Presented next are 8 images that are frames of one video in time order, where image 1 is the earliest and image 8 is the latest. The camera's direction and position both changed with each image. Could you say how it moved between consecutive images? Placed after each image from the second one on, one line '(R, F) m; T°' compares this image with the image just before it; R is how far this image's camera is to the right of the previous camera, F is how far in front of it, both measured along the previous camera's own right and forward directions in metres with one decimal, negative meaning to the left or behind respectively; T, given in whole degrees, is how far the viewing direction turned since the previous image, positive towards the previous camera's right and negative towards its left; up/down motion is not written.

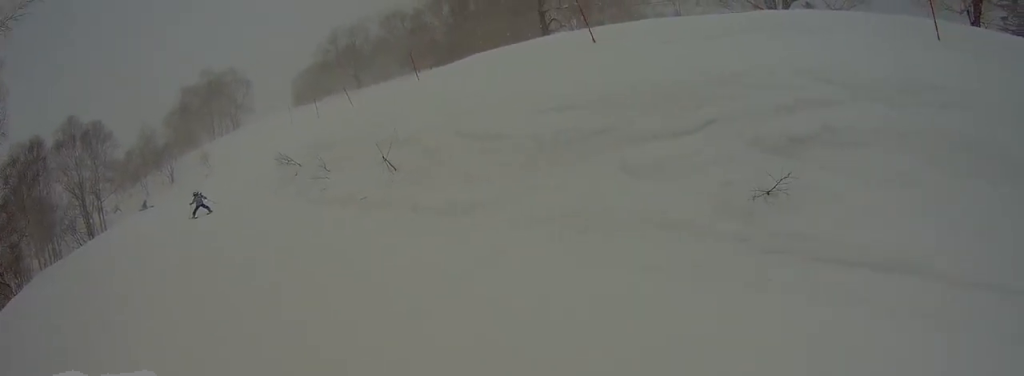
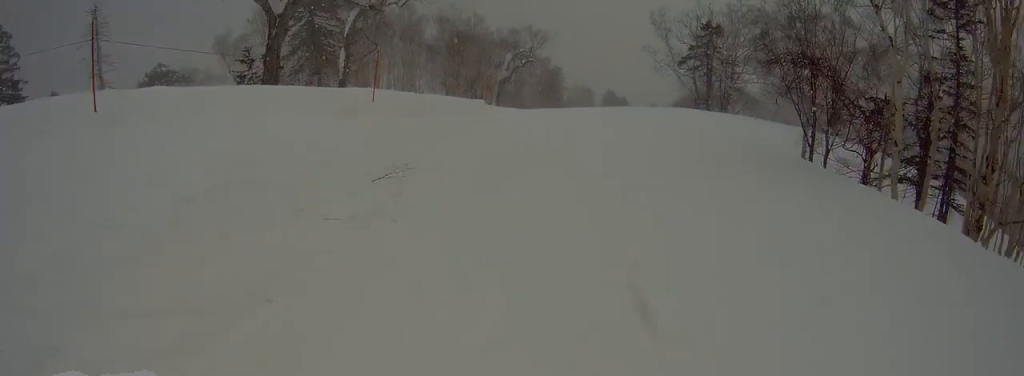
(-0.4, +4.1) m; +7°
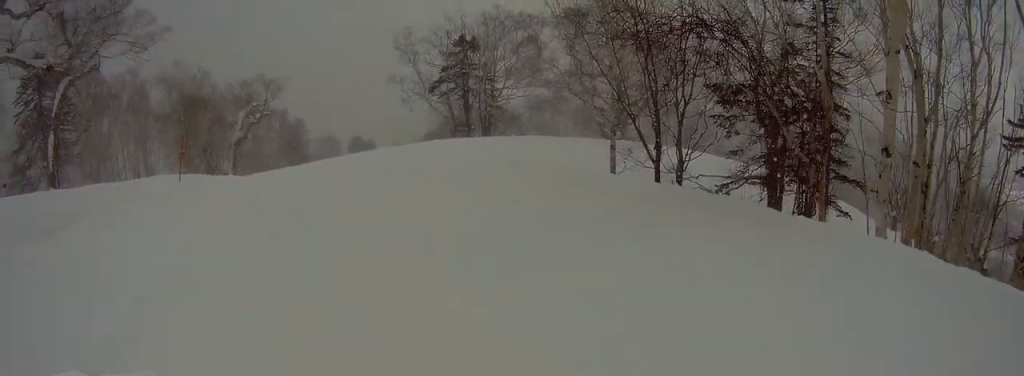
(+1.7, +6.3) m; +10°
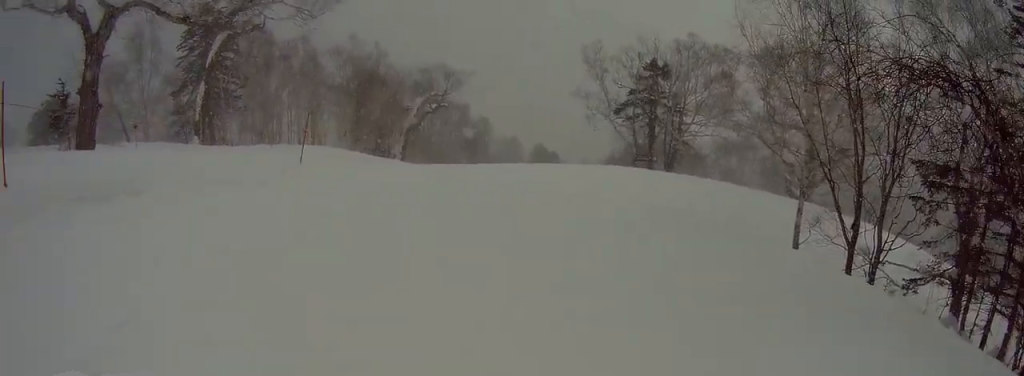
(+0.3, +2.3) m; -13°
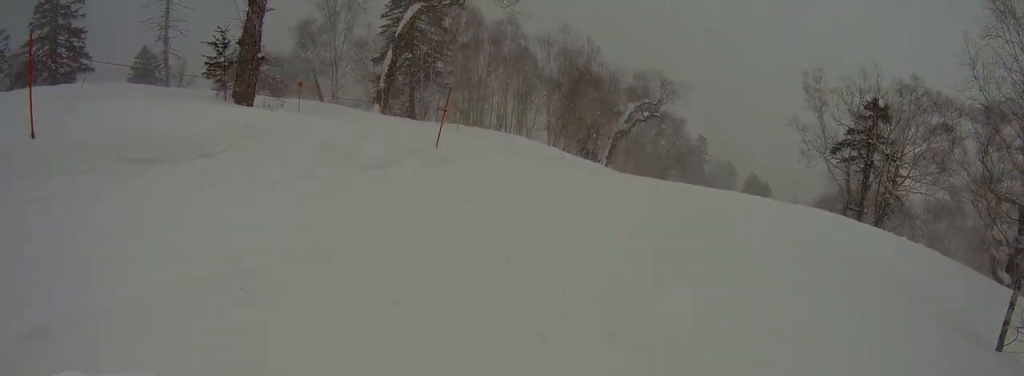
(-0.8, +2.4) m; -12°
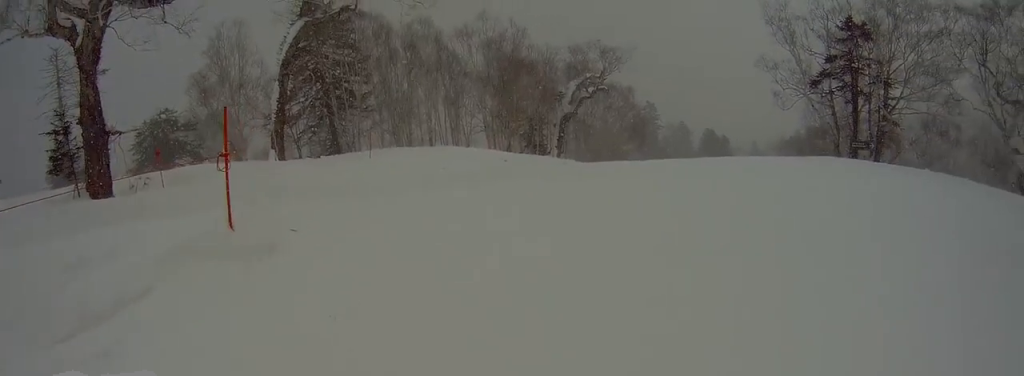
(-0.7, +5.9) m; +10°
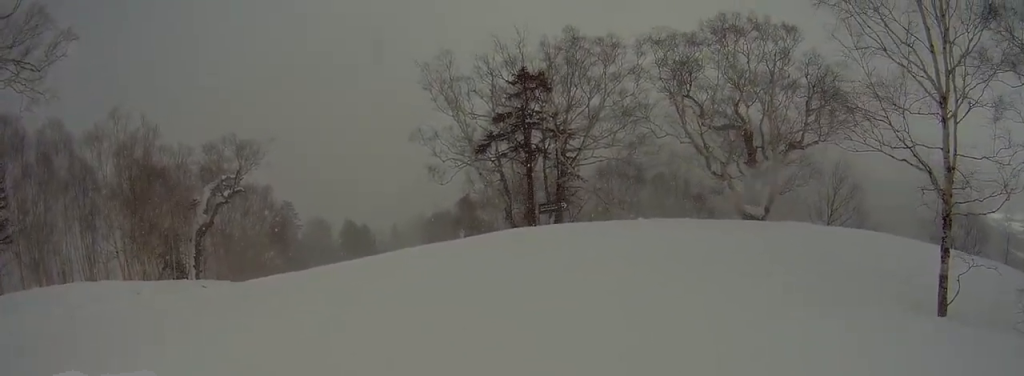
(+1.3, +4.6) m; +22°
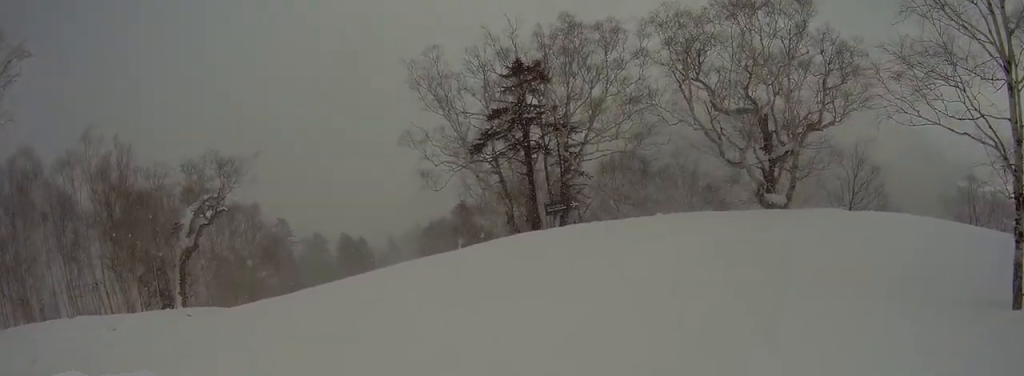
(+0.1, +2.1) m; +4°
